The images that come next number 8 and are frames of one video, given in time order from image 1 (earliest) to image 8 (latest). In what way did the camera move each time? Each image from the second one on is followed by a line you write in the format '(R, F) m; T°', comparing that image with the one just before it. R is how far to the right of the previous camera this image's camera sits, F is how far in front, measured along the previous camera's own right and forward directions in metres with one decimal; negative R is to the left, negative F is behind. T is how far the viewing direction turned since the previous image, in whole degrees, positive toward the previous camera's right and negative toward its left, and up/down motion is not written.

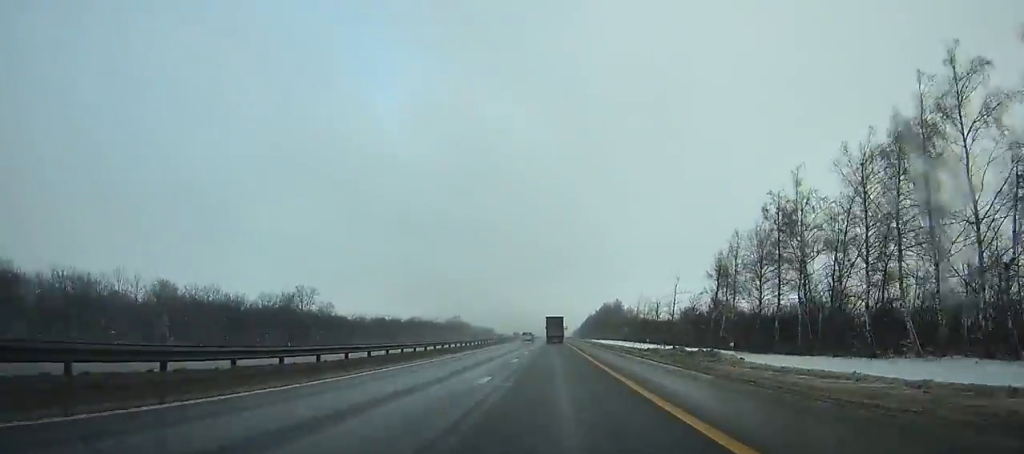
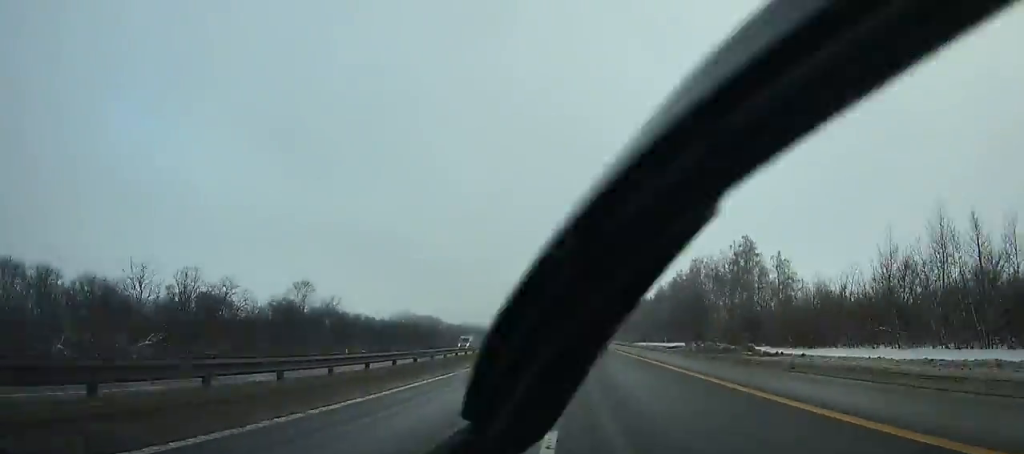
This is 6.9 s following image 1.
(-2.0, +189.9) m; -1°
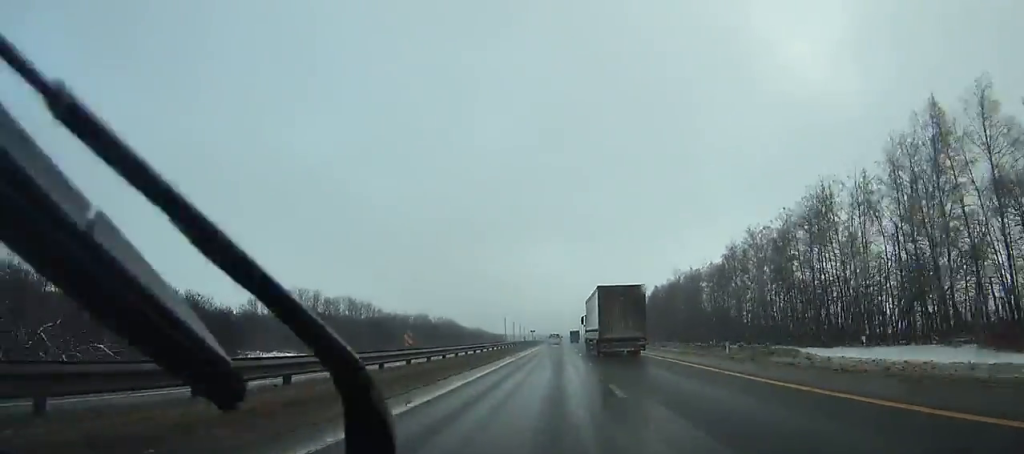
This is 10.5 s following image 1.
(+0.8, +101.3) m; +1°
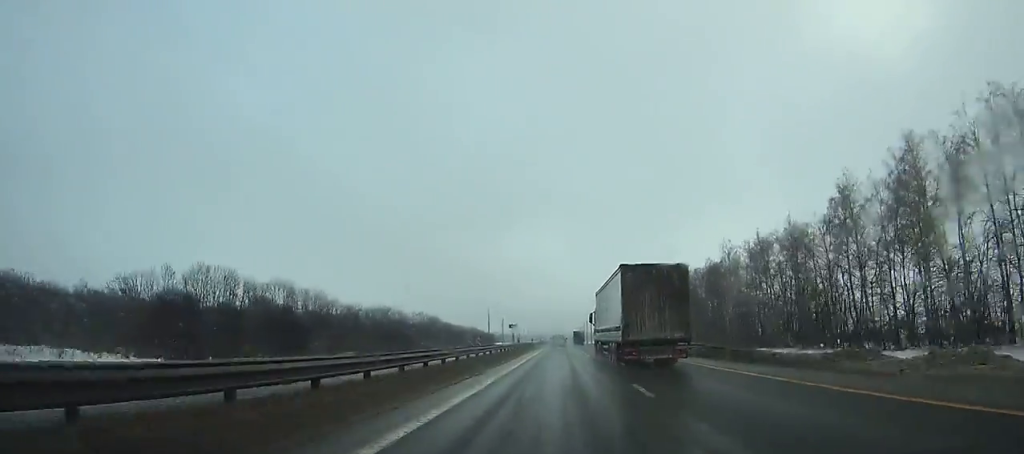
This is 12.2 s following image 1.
(0.0, +48.2) m; 0°
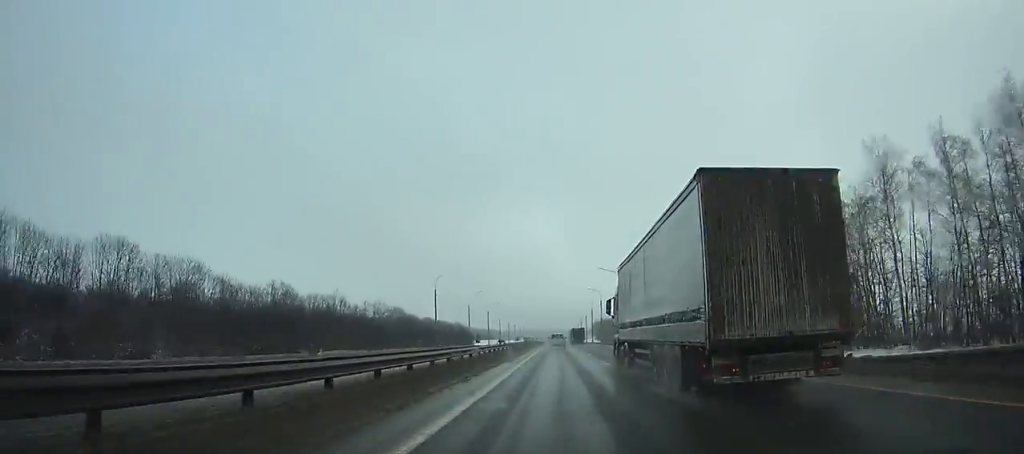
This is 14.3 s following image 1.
(+0.2, +59.7) m; 0°
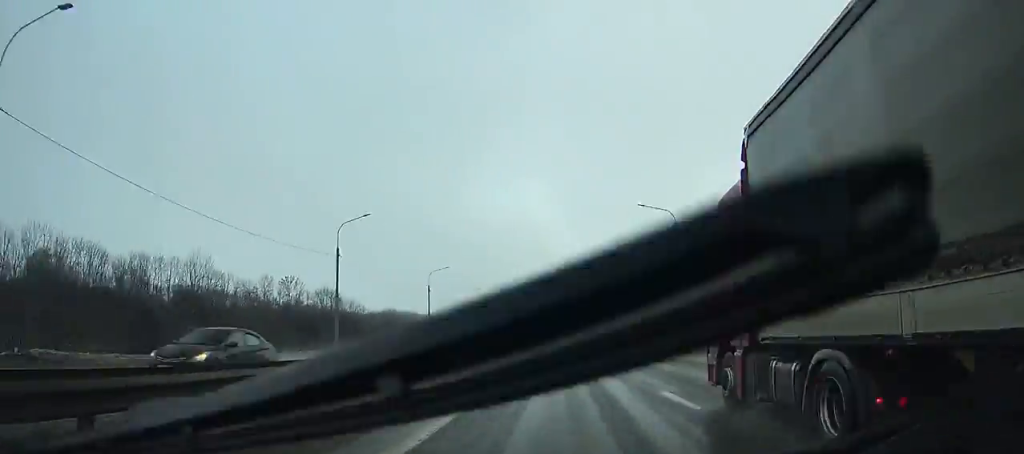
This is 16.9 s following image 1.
(+0.1, +73.9) m; 0°
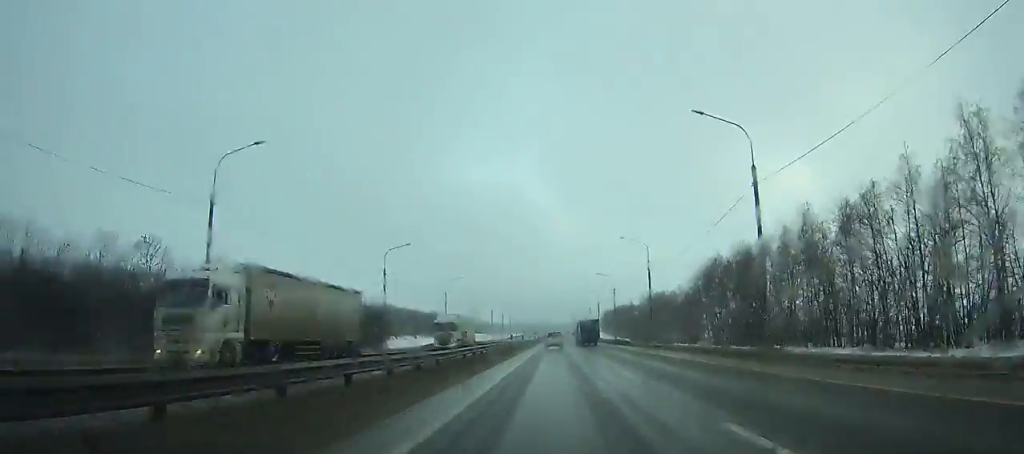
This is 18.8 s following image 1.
(-0.1, +53.9) m; 0°
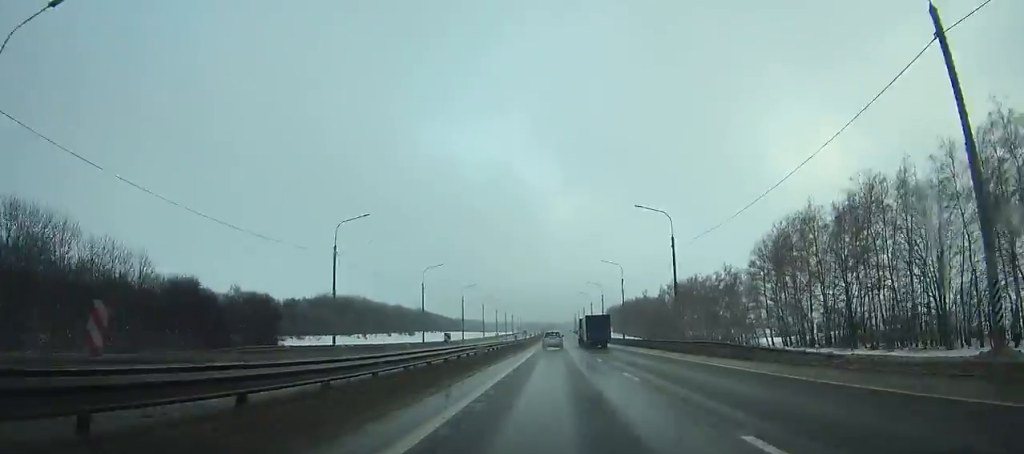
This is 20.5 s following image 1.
(+0.1, +47.8) m; 0°
